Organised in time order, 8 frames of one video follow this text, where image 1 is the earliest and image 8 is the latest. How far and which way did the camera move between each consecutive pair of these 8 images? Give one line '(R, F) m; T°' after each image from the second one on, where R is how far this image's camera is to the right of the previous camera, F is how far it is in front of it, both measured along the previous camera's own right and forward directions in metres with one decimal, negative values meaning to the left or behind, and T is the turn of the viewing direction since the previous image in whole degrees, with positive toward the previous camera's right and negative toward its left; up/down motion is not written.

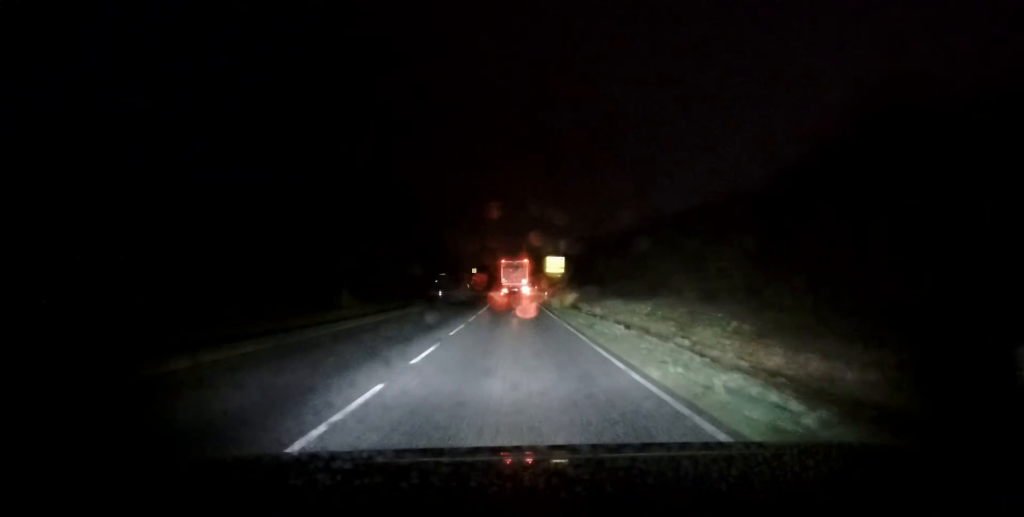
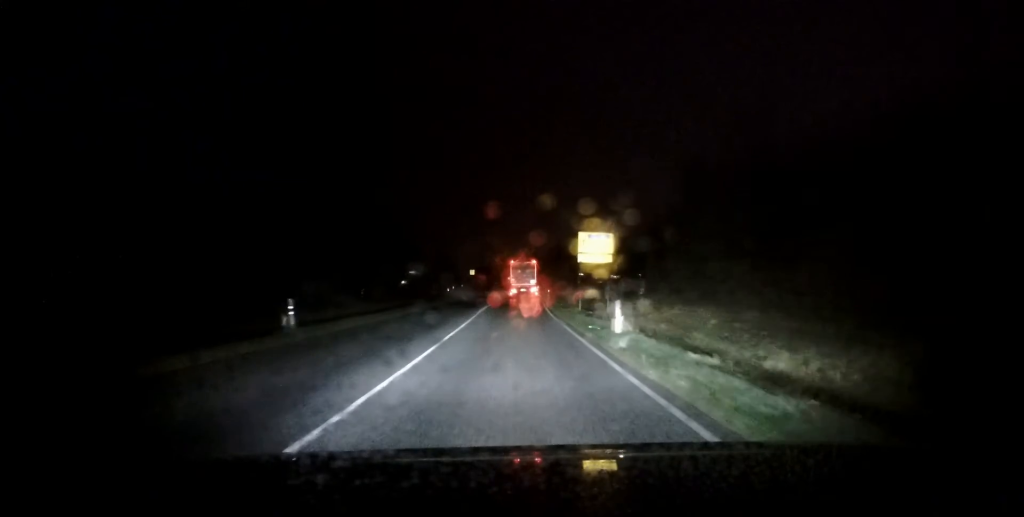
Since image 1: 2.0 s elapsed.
(-0.5, +32.5) m; -1°
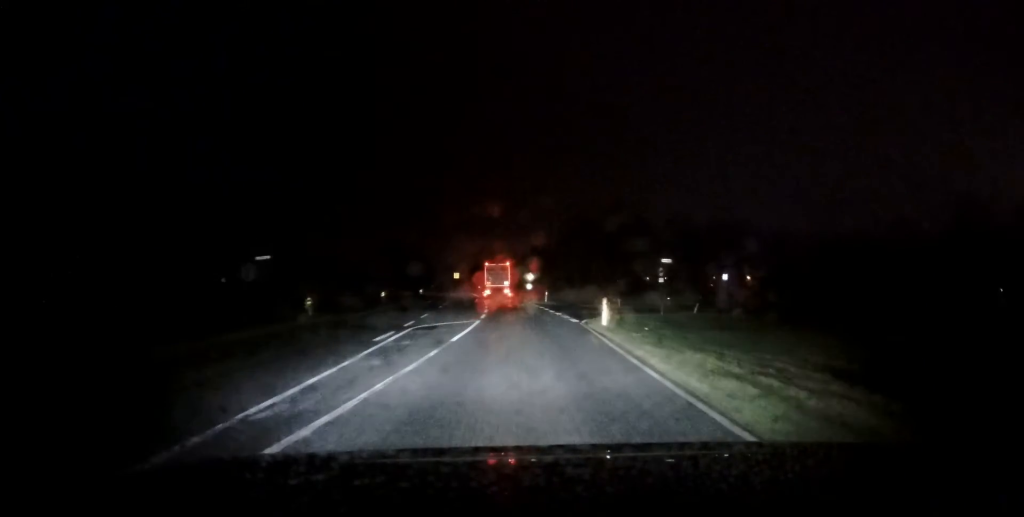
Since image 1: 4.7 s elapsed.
(+0.9, +45.3) m; 0°
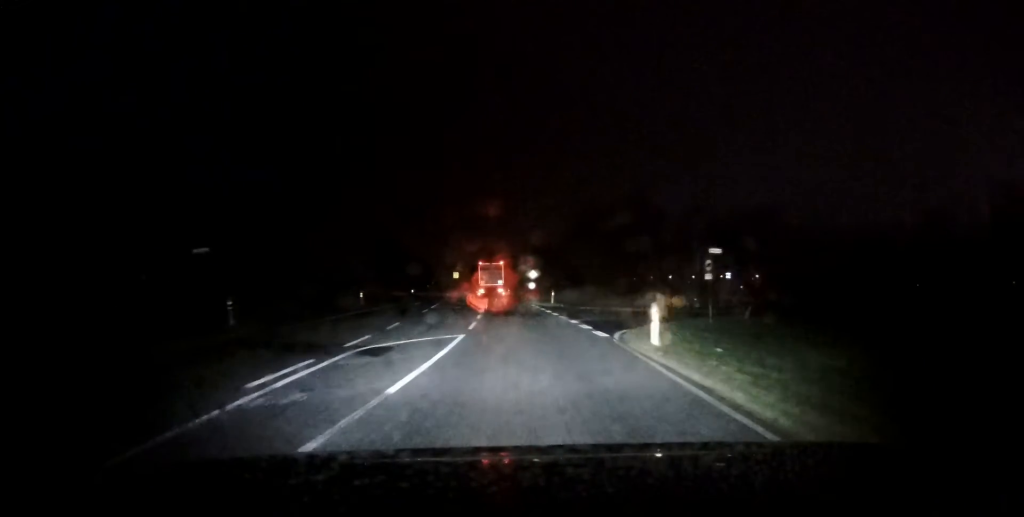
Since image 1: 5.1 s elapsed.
(+0.1, +7.3) m; -1°
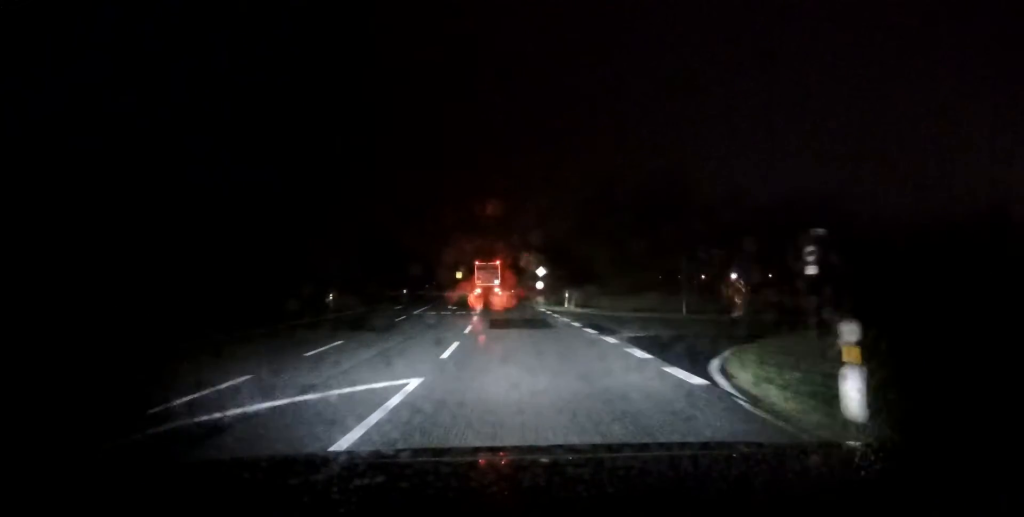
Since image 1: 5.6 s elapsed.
(-0.2, +7.9) m; -1°
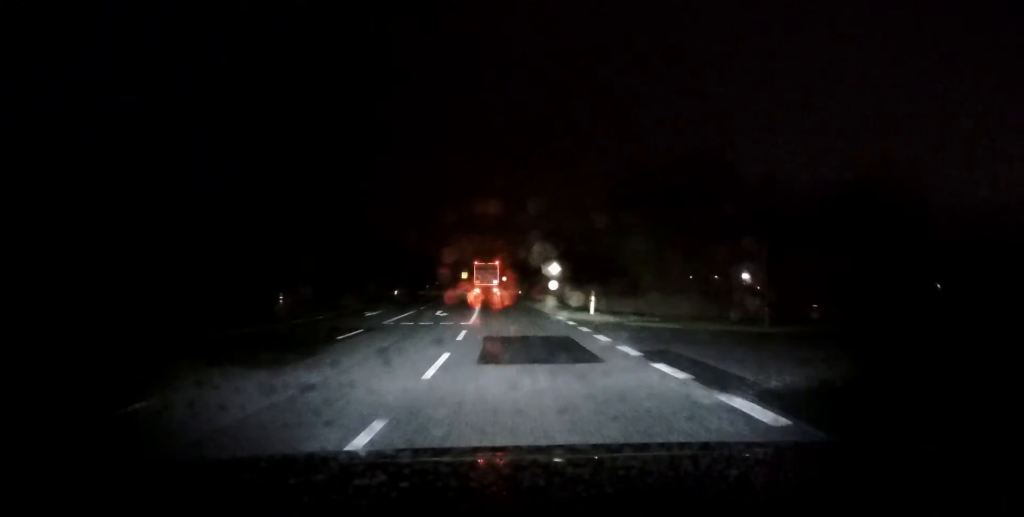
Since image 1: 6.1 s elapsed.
(0.0, +8.5) m; -1°
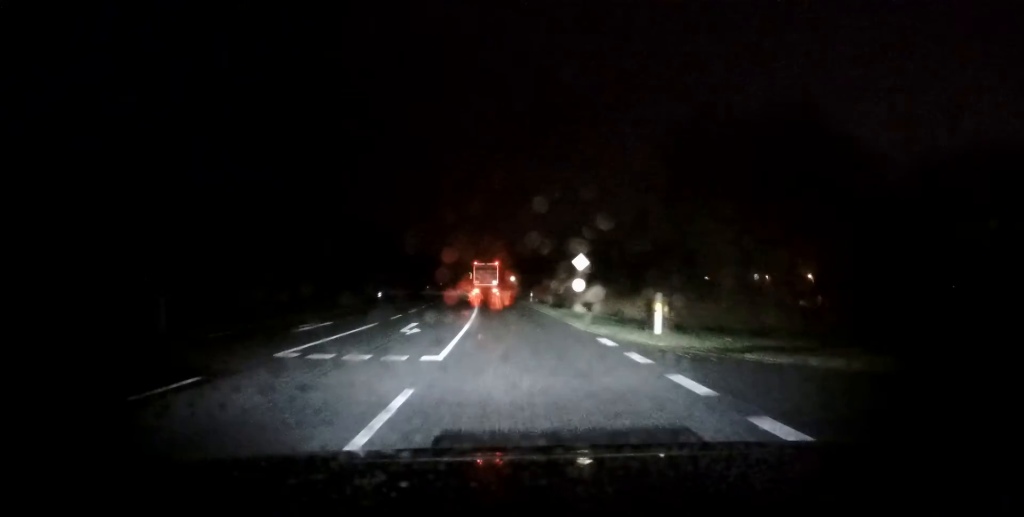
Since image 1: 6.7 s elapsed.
(-0.2, +10.2) m; -1°
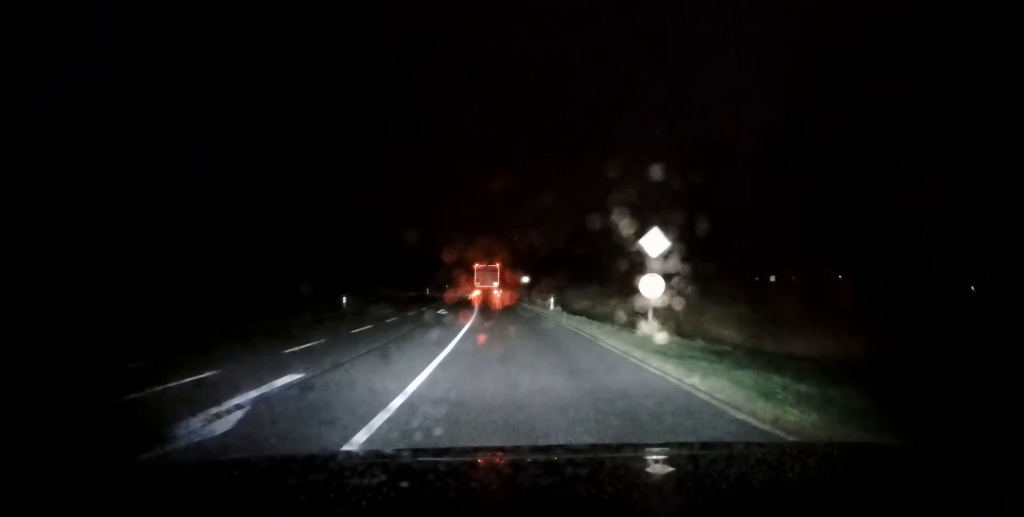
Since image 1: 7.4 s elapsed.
(-0.1, +12.6) m; -1°
